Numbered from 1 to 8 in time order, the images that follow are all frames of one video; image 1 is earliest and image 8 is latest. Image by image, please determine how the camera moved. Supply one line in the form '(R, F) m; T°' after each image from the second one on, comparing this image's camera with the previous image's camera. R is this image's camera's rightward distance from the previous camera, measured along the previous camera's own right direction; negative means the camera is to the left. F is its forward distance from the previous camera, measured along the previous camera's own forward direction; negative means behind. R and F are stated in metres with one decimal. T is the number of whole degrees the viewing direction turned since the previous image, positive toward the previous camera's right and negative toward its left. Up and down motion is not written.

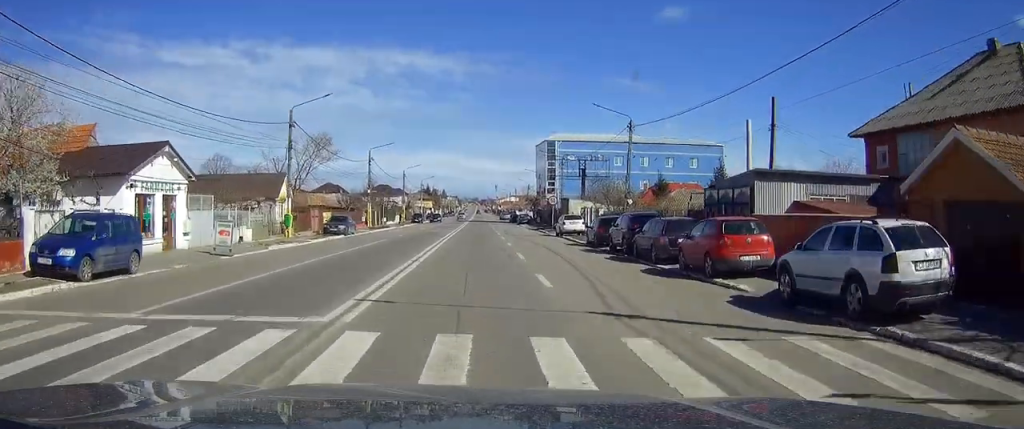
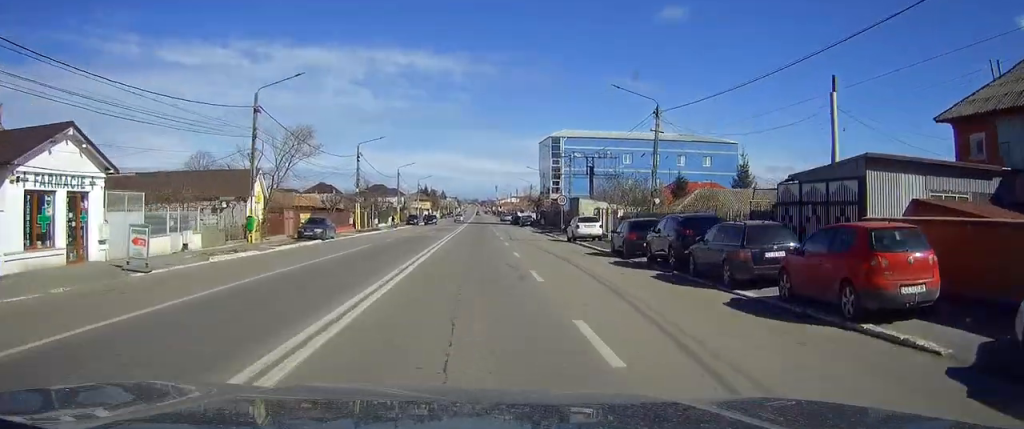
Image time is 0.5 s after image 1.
(0.0, +7.1) m; 0°
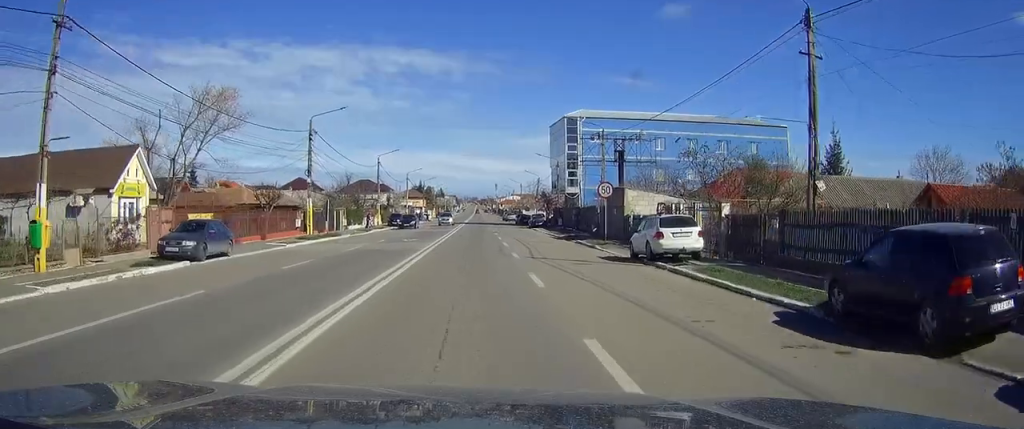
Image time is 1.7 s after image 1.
(-0.1, +19.2) m; 0°
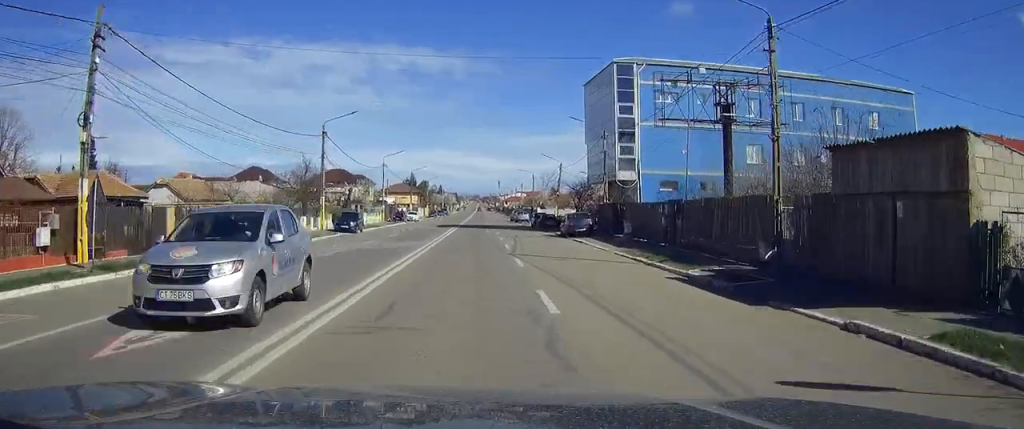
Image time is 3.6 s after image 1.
(+0.1, +30.2) m; 0°
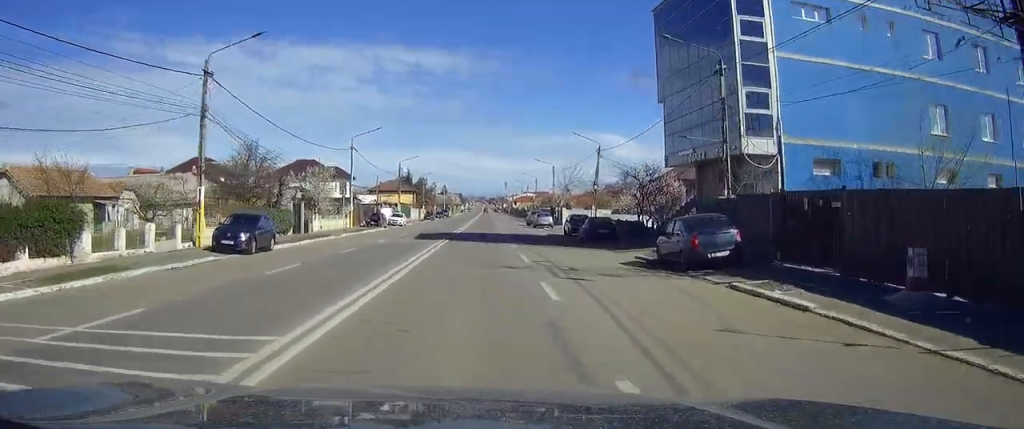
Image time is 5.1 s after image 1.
(0.0, +24.9) m; 0°
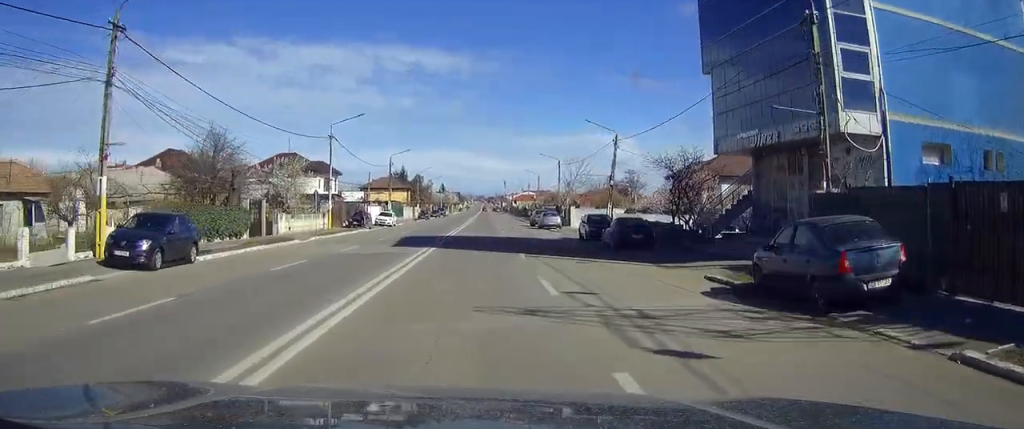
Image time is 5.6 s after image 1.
(0.0, +8.4) m; 0°
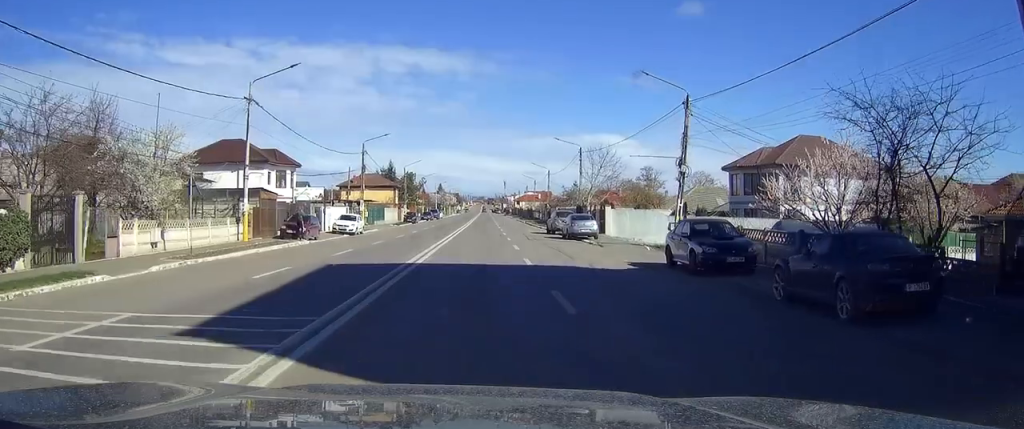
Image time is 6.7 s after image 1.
(-0.1, +19.1) m; 0°
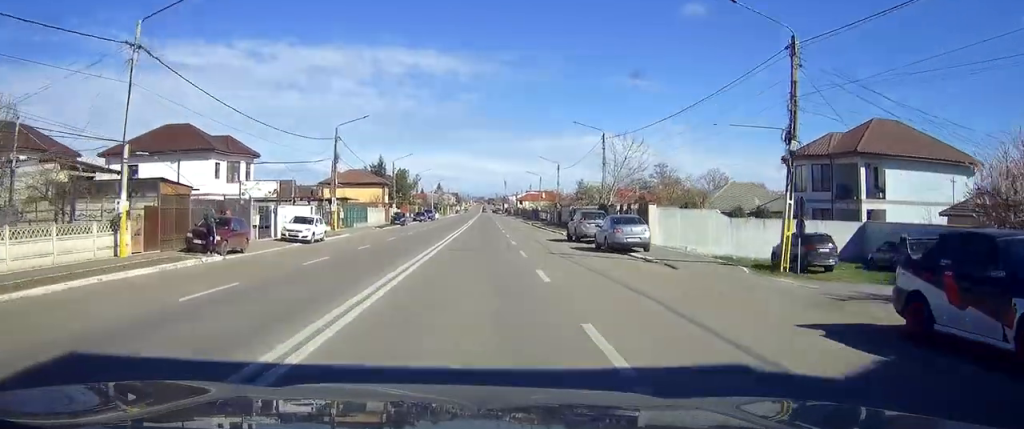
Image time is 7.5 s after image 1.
(0.0, +12.9) m; 0°
